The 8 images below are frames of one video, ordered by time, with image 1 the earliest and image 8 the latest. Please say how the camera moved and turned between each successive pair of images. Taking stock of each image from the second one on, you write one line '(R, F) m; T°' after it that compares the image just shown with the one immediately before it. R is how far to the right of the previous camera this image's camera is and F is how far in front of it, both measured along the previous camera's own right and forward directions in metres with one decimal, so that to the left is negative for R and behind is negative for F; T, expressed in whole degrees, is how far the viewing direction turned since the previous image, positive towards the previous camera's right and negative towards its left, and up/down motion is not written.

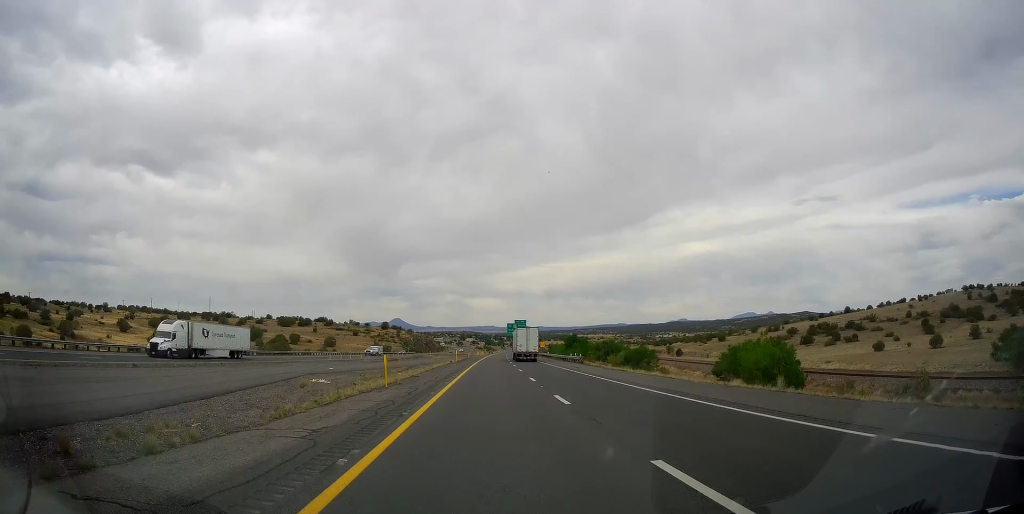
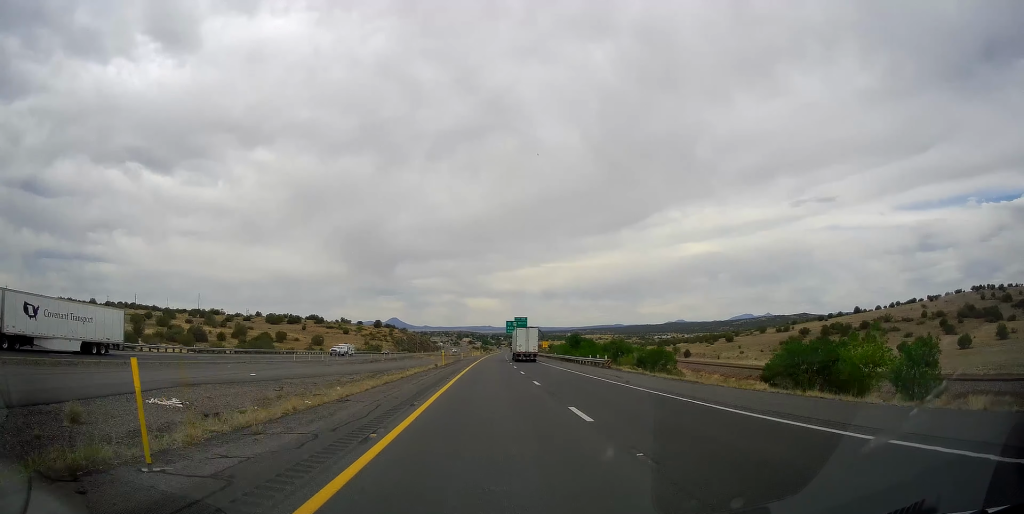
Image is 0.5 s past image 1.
(+0.2, +15.8) m; 0°
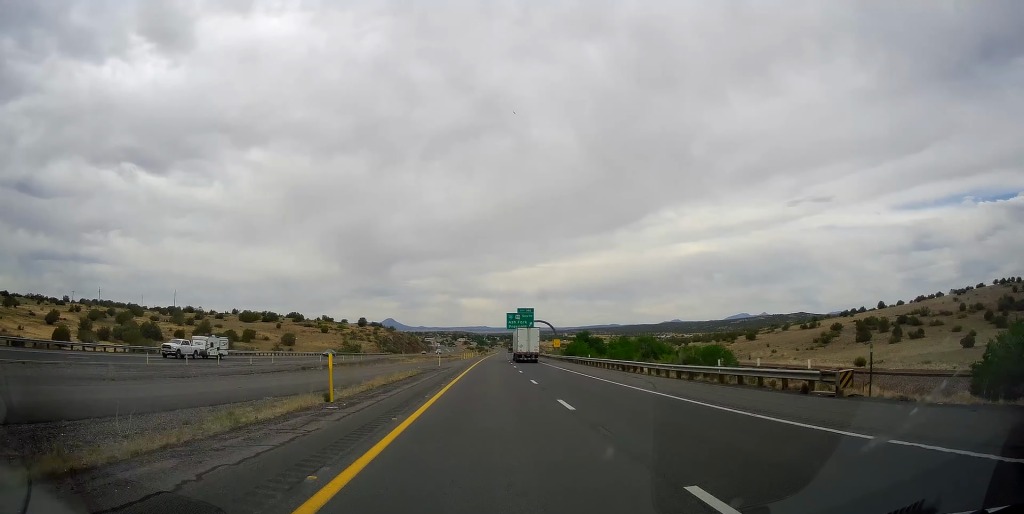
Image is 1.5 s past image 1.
(-0.2, +34.0) m; 0°
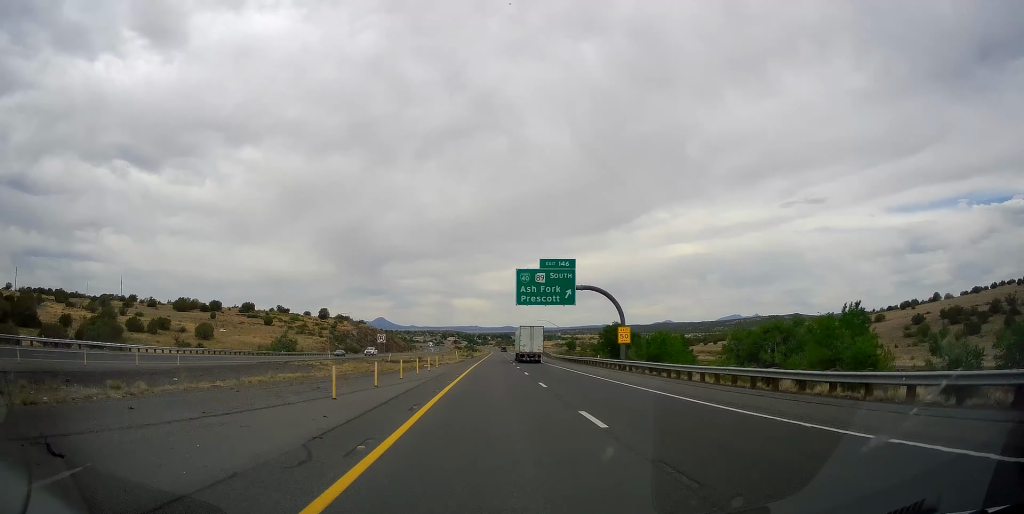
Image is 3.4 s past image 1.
(+0.2, +64.1) m; +1°
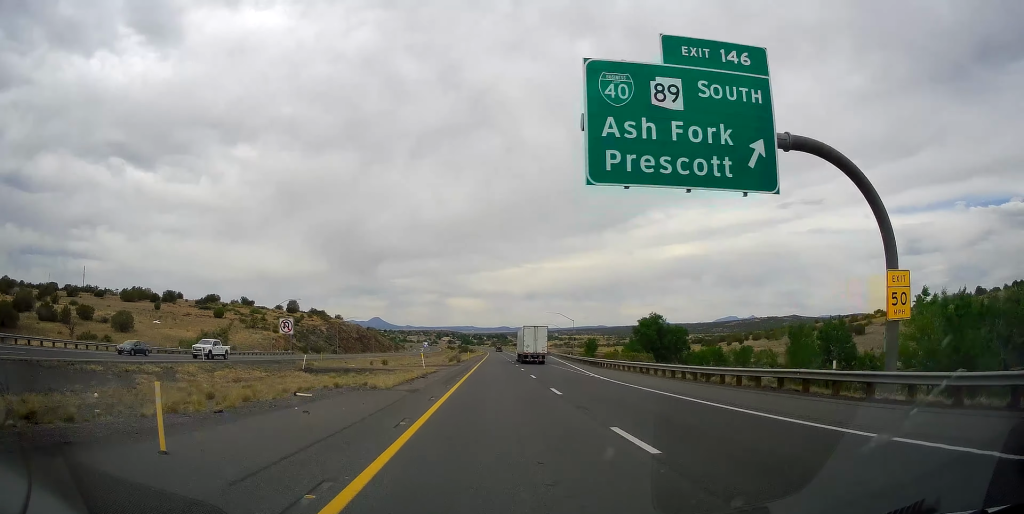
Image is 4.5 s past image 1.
(+0.7, +39.3) m; +1°
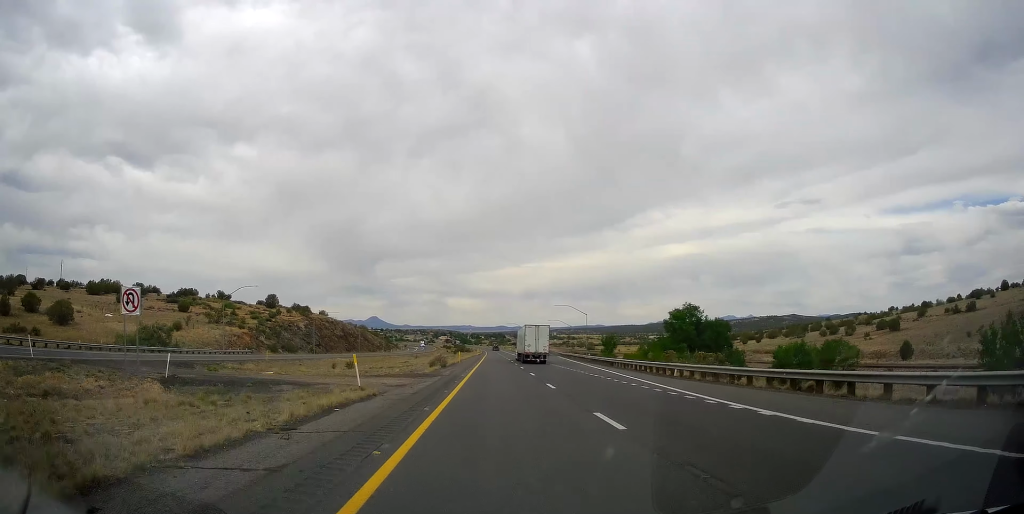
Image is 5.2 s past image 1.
(0.0, +21.4) m; 0°
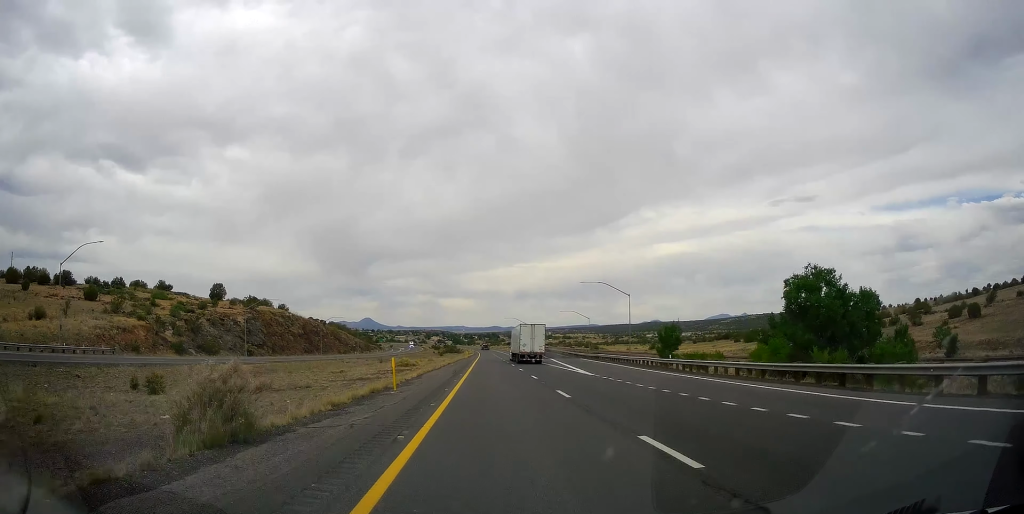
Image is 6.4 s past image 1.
(-0.1, +40.8) m; 0°
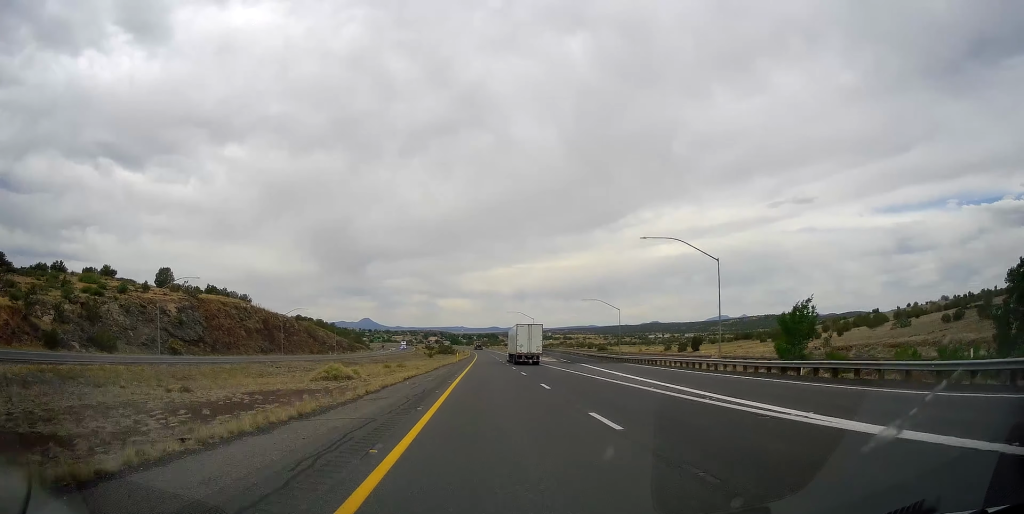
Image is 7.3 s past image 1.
(+0.1, +31.7) m; 0°
